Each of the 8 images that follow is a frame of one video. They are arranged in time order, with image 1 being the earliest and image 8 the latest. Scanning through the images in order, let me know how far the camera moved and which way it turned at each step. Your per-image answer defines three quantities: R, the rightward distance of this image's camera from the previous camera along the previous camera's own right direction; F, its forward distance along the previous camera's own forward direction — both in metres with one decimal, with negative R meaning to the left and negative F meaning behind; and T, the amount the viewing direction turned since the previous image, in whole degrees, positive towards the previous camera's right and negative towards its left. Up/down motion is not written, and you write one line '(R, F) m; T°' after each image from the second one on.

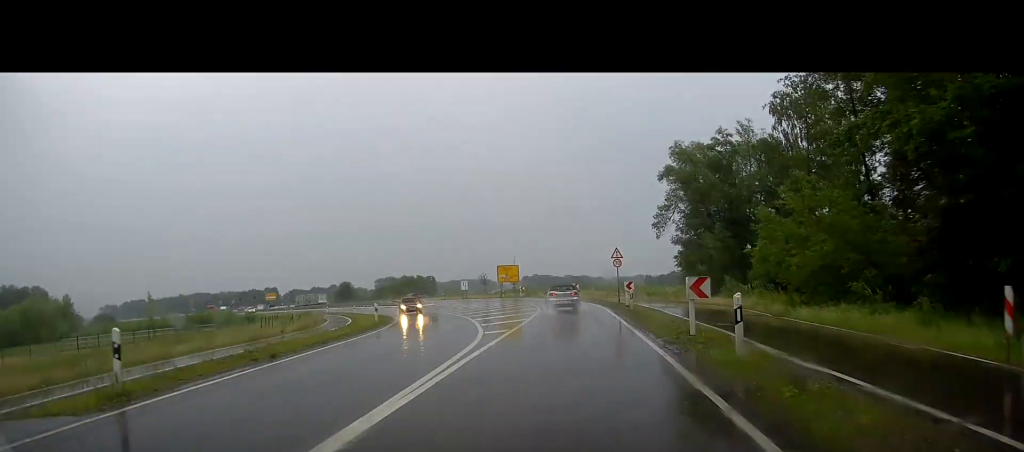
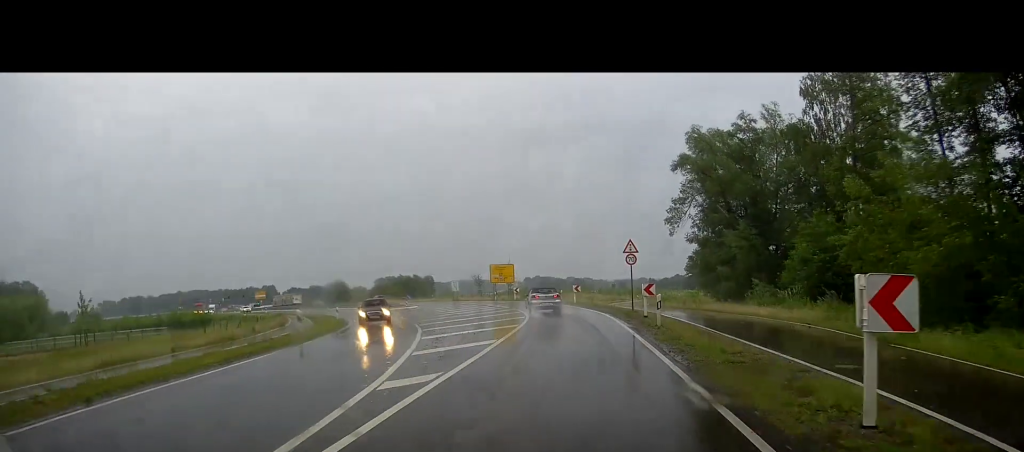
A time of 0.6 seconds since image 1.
(-0.2, +9.9) m; -1°
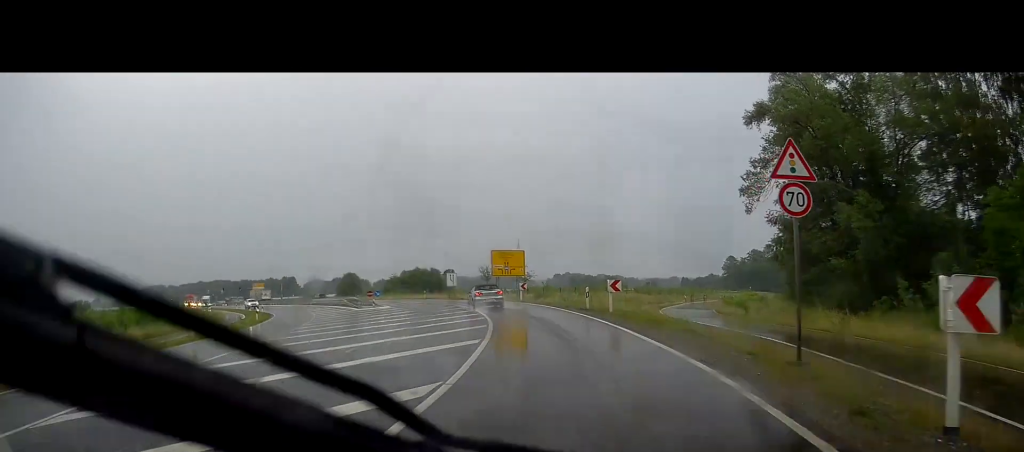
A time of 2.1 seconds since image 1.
(-0.2, +23.3) m; -1°
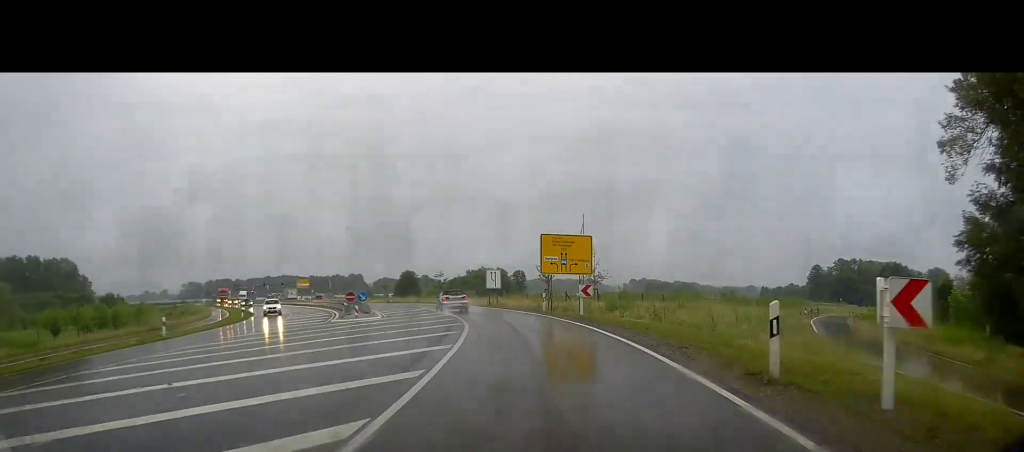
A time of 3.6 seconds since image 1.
(-0.2, +22.1) m; -3°
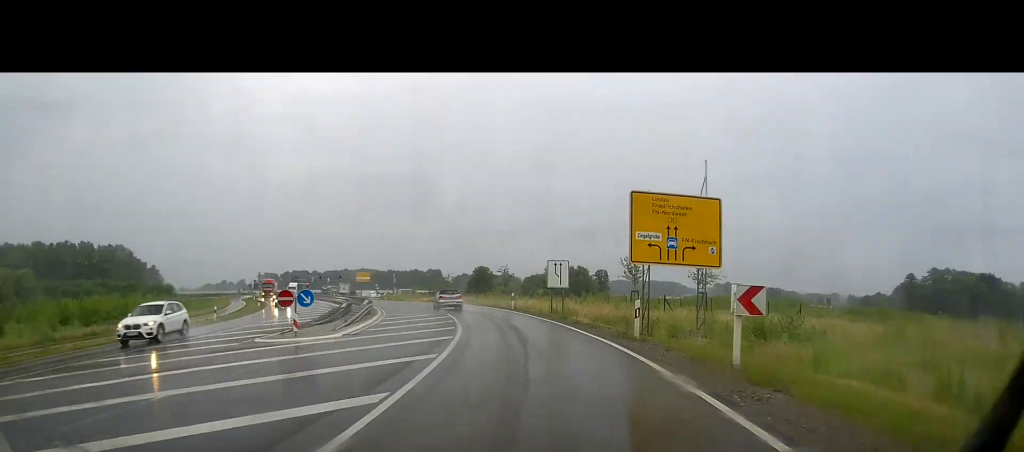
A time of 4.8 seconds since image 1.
(-0.9, +18.0) m; -6°
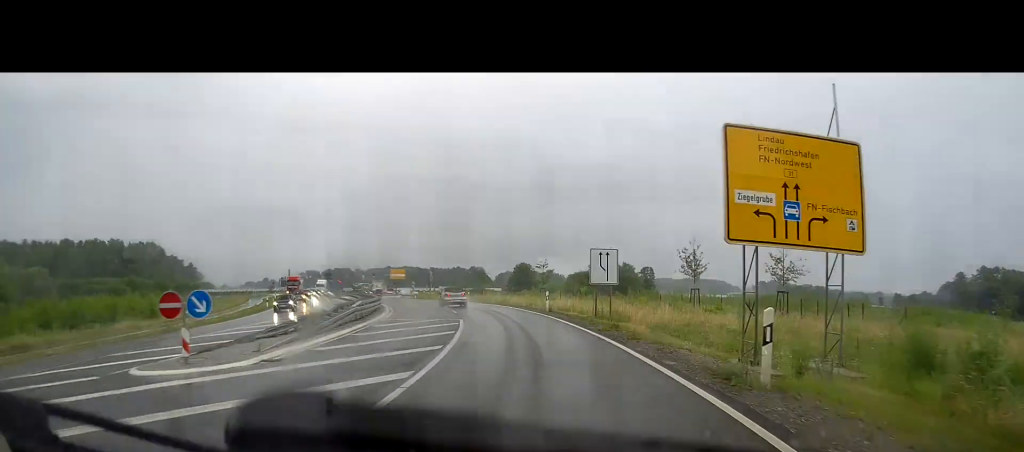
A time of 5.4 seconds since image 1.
(-0.3, +8.7) m; -4°
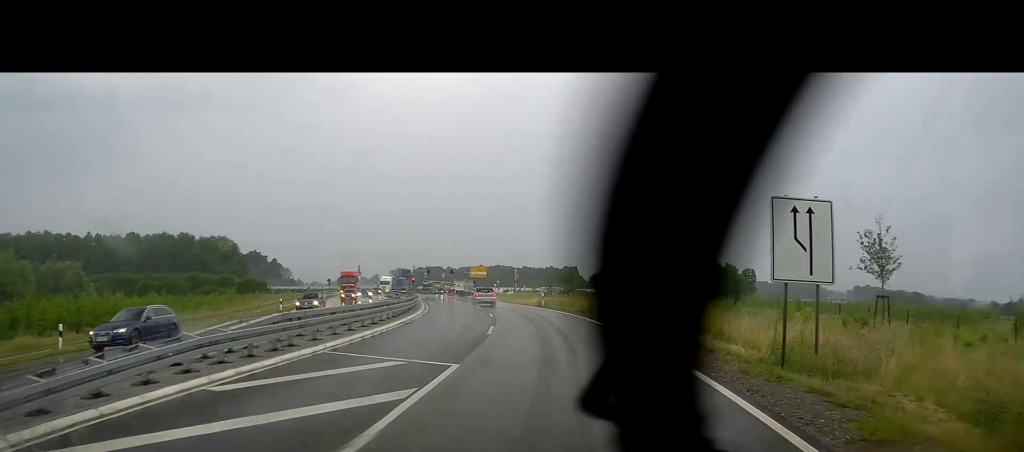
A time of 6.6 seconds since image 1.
(-1.1, +16.8) m; -8°
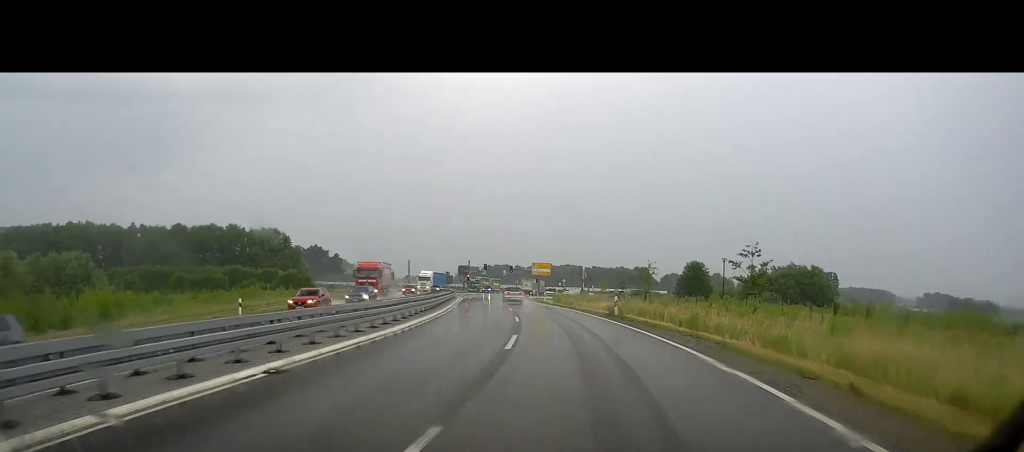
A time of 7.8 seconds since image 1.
(-1.0, +16.8) m; -7°
